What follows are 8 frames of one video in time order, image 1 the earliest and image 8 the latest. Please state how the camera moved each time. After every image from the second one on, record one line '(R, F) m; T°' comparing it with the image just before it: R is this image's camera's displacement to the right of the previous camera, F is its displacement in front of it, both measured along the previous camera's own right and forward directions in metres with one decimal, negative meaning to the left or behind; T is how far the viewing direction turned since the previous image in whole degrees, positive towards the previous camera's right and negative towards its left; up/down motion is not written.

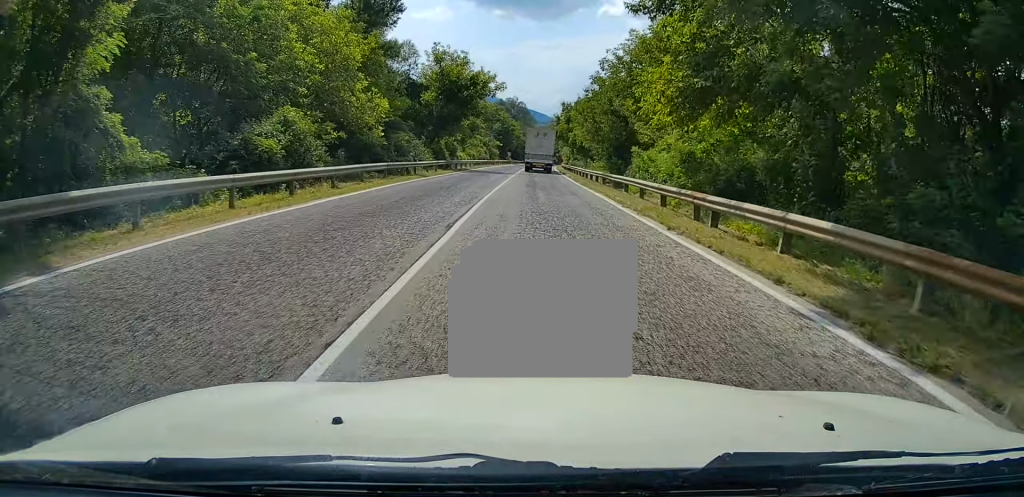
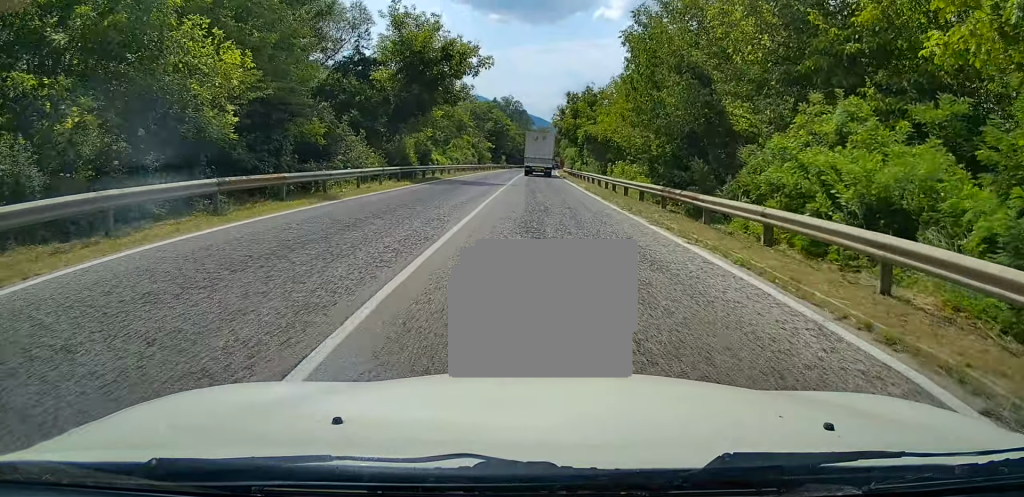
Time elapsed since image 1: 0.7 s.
(0.0, +16.0) m; 0°
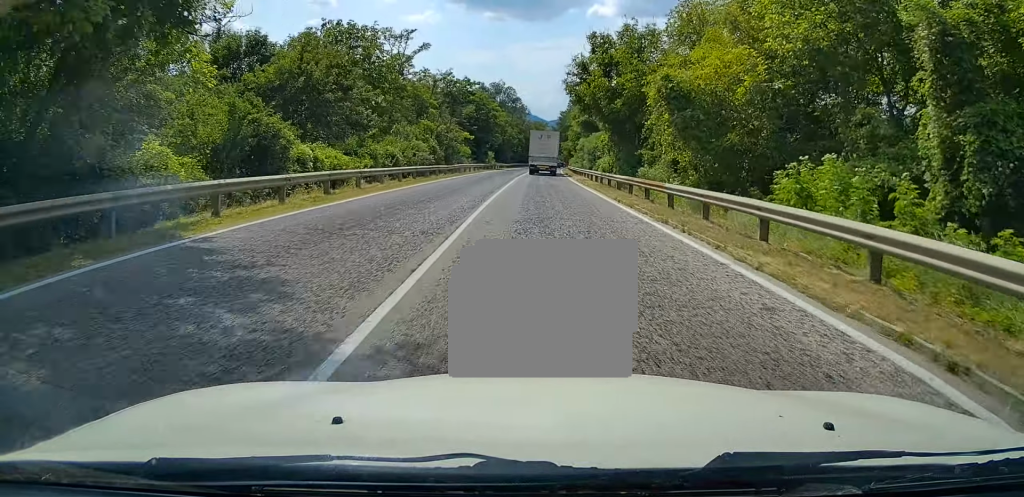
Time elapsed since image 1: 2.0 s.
(-0.1, +30.4) m; 0°
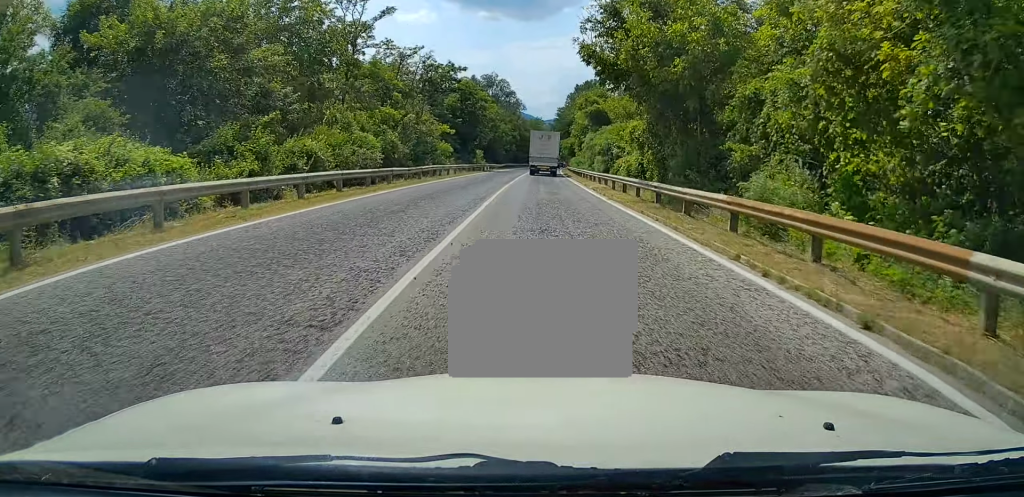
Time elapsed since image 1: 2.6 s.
(0.0, +13.6) m; +1°
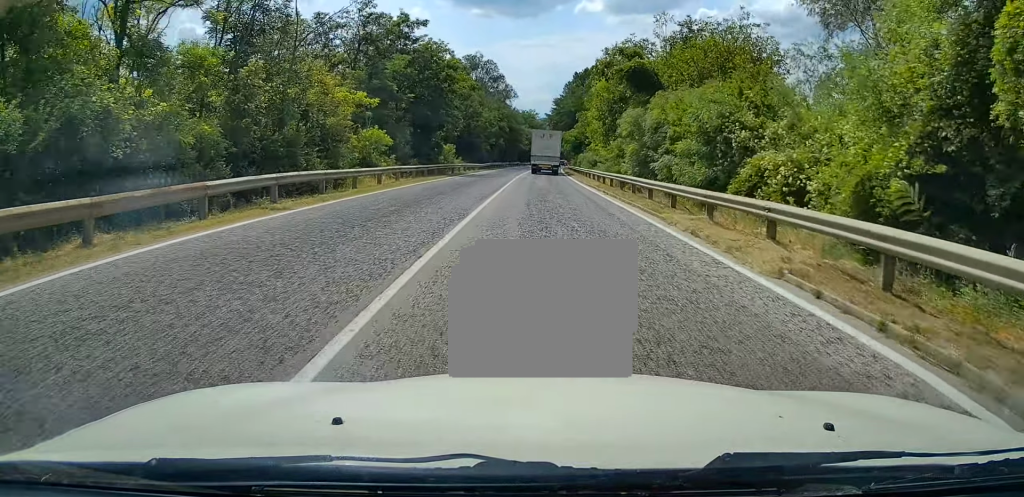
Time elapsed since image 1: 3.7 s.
(+0.5, +24.7) m; +1°
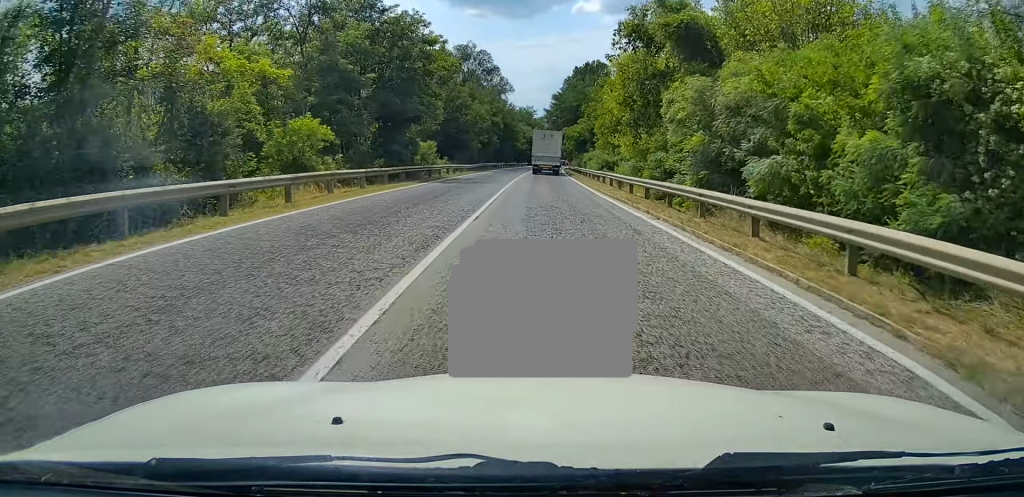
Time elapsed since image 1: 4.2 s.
(-0.1, +10.4) m; +1°
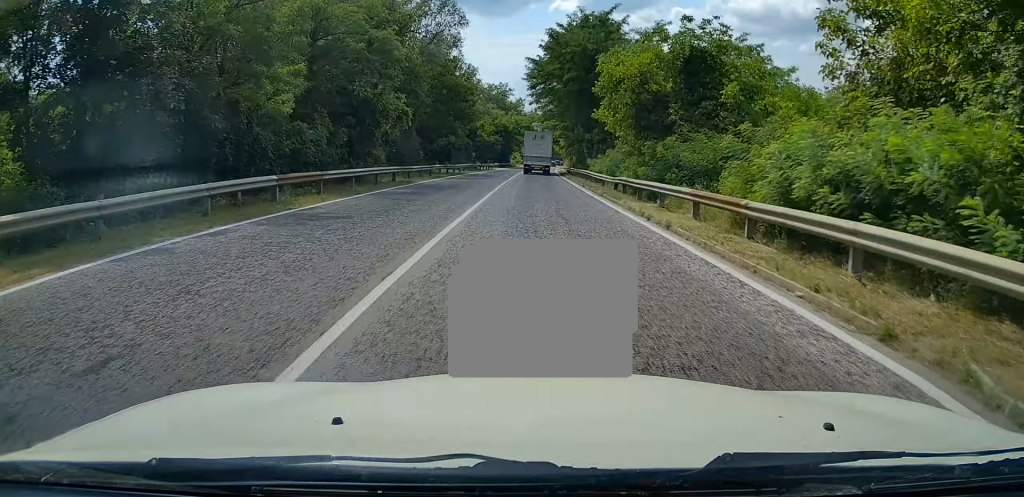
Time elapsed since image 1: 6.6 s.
(+0.3, +53.5) m; +1°
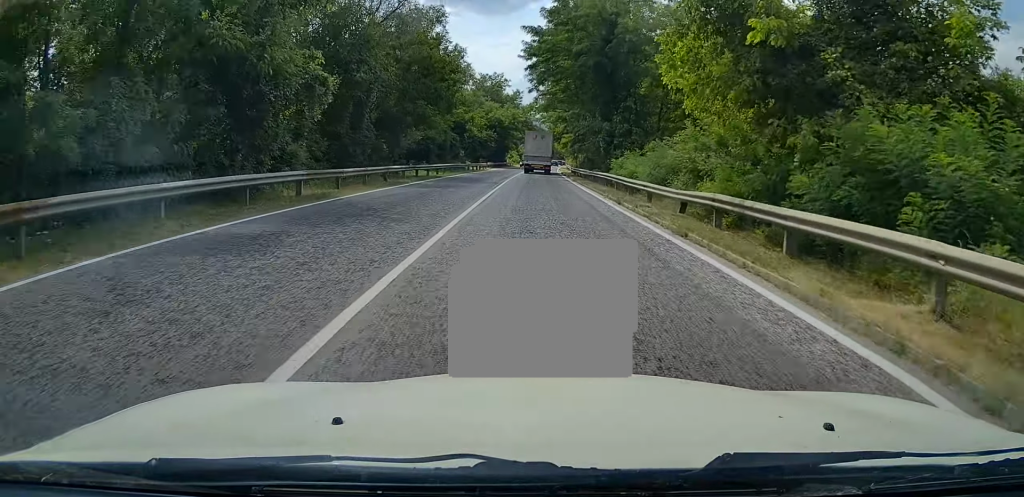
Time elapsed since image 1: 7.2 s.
(+0.2, +13.3) m; +1°
